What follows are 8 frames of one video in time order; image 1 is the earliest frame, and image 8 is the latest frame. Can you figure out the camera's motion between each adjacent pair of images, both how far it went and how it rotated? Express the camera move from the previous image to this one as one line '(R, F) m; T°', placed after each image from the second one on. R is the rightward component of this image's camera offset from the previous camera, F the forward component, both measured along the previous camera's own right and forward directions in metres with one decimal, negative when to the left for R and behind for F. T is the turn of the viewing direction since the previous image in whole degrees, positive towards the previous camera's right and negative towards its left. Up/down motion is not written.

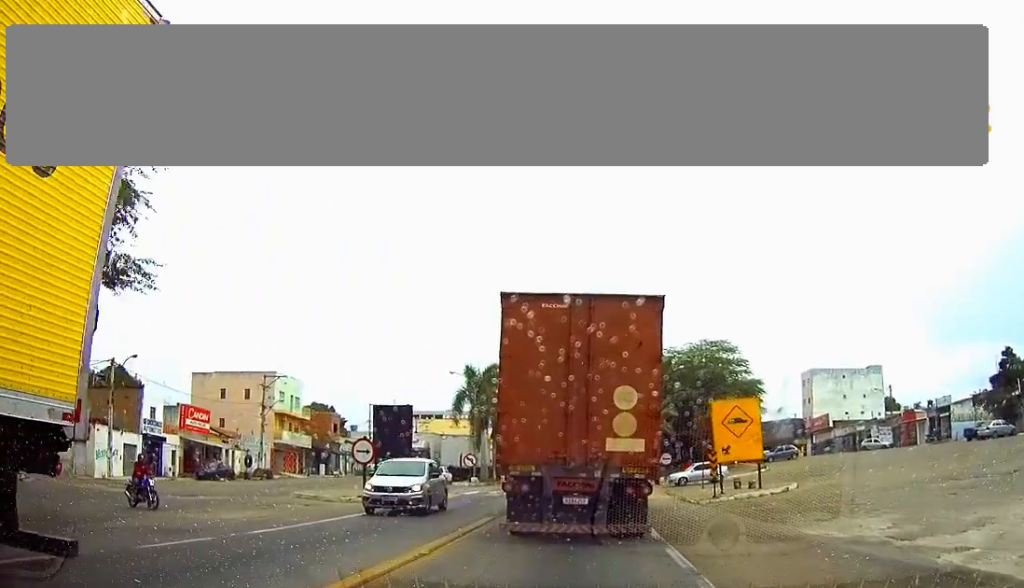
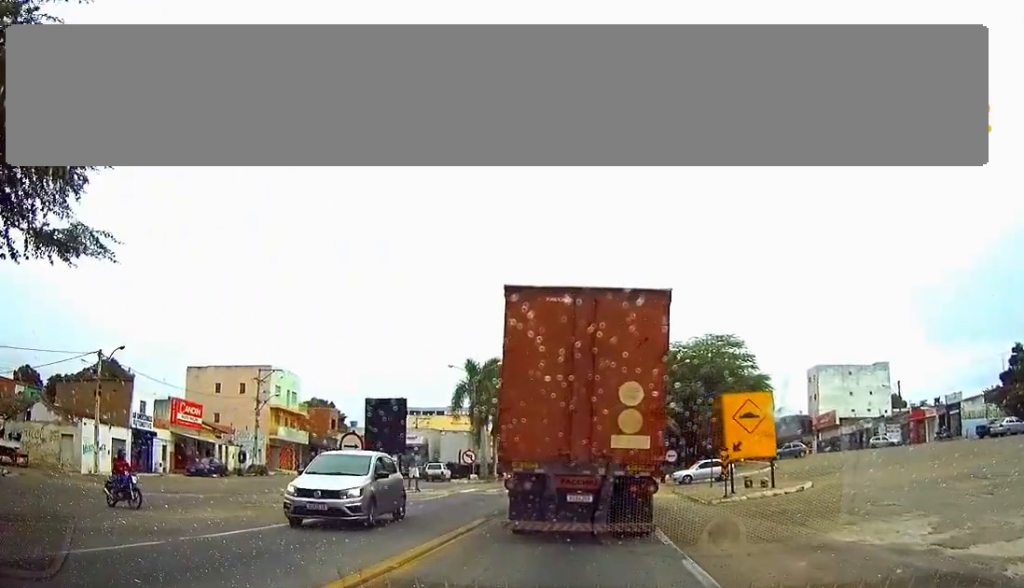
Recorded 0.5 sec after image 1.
(0.0, +1.8) m; -1°
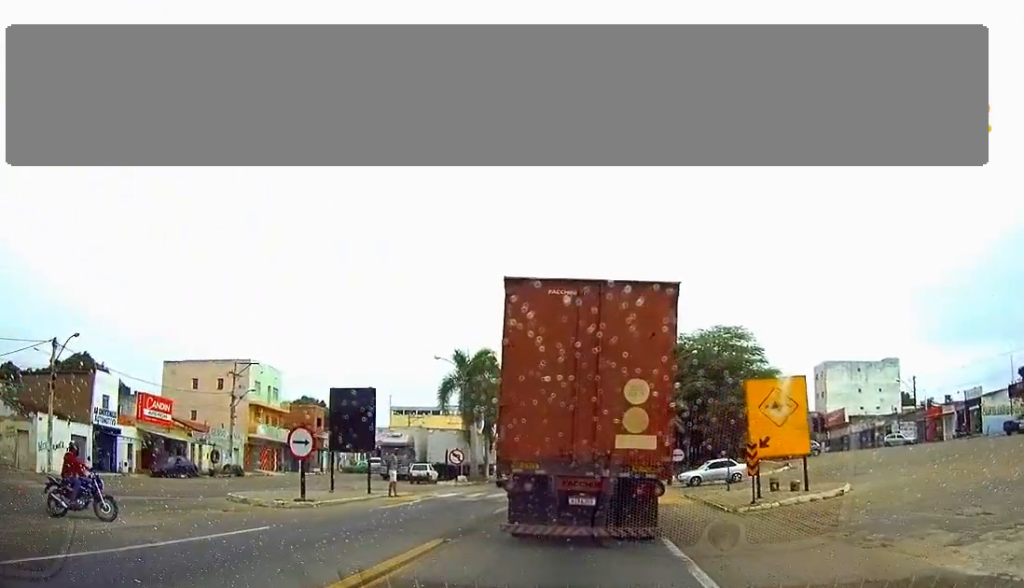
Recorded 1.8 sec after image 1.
(0.0, +5.0) m; 0°
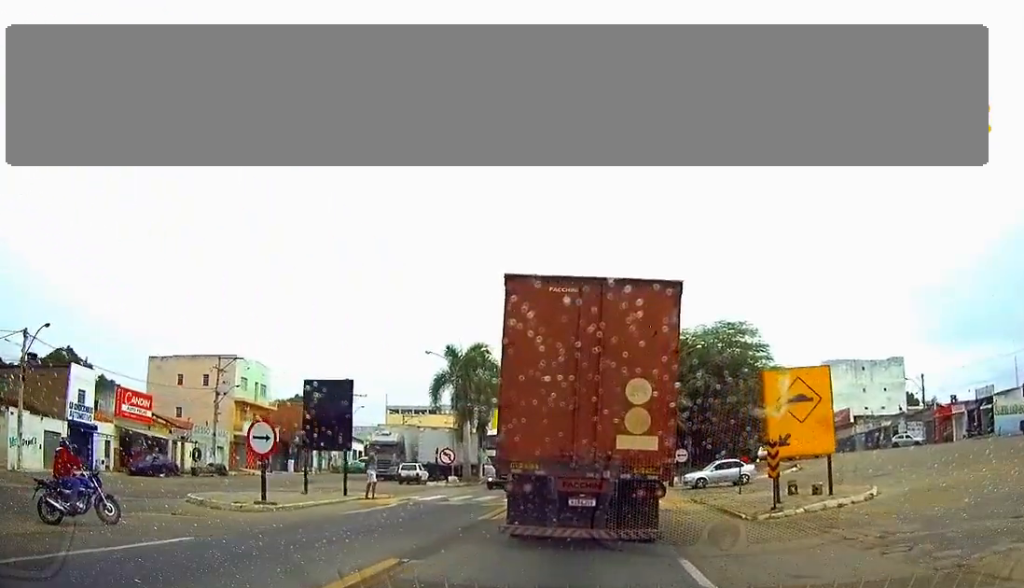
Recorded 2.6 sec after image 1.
(0.0, +2.9) m; 0°
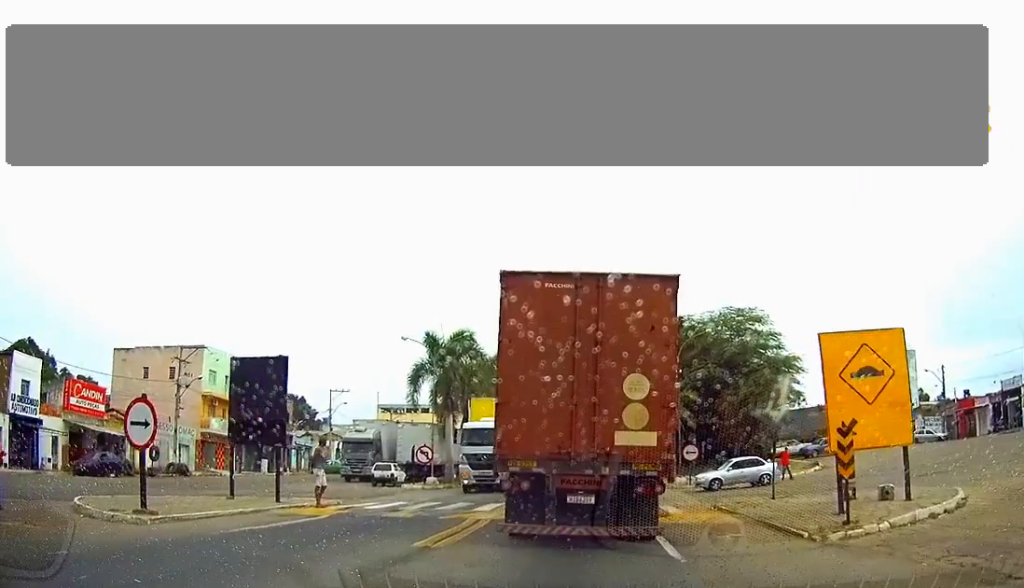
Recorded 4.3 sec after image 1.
(-0.2, +6.2) m; -2°
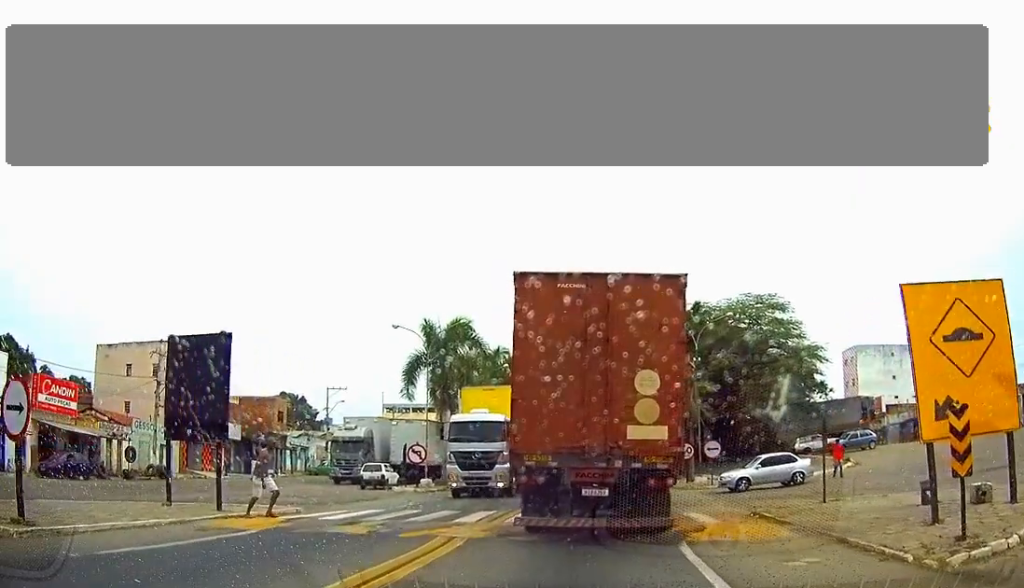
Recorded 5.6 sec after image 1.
(+0.1, +4.3) m; +2°
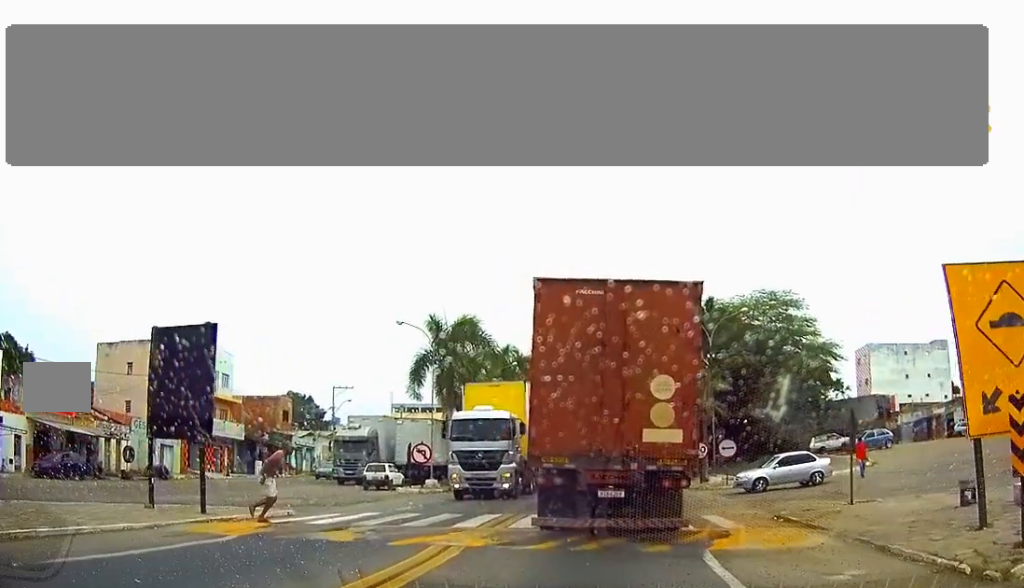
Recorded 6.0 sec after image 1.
(0.0, +1.3) m; 0°
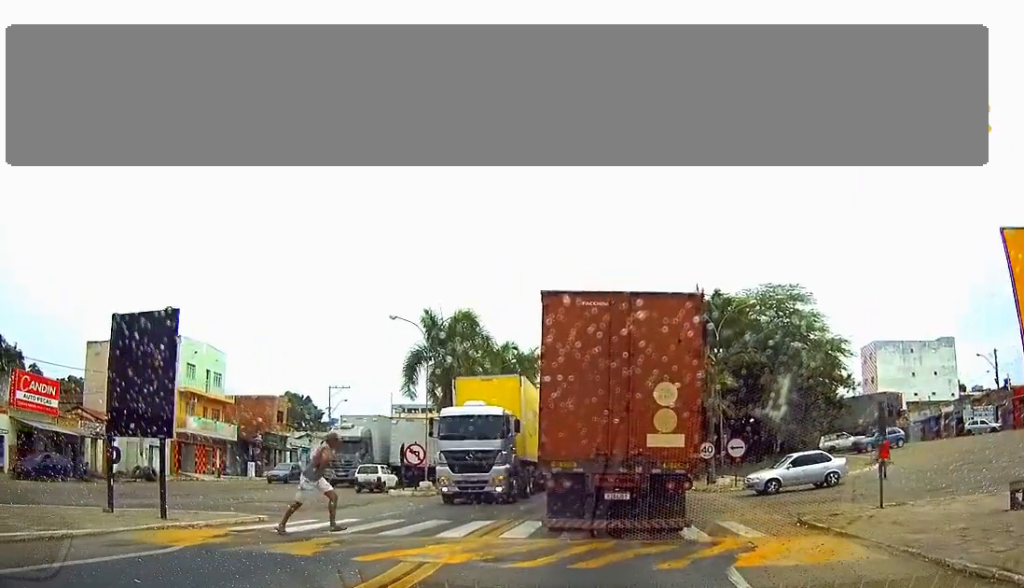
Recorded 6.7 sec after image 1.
(0.0, +1.9) m; 0°
